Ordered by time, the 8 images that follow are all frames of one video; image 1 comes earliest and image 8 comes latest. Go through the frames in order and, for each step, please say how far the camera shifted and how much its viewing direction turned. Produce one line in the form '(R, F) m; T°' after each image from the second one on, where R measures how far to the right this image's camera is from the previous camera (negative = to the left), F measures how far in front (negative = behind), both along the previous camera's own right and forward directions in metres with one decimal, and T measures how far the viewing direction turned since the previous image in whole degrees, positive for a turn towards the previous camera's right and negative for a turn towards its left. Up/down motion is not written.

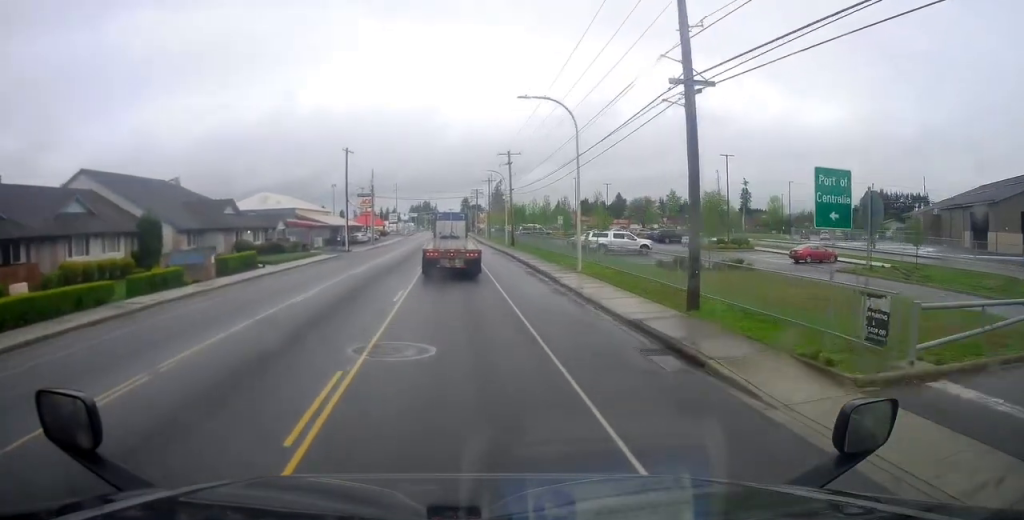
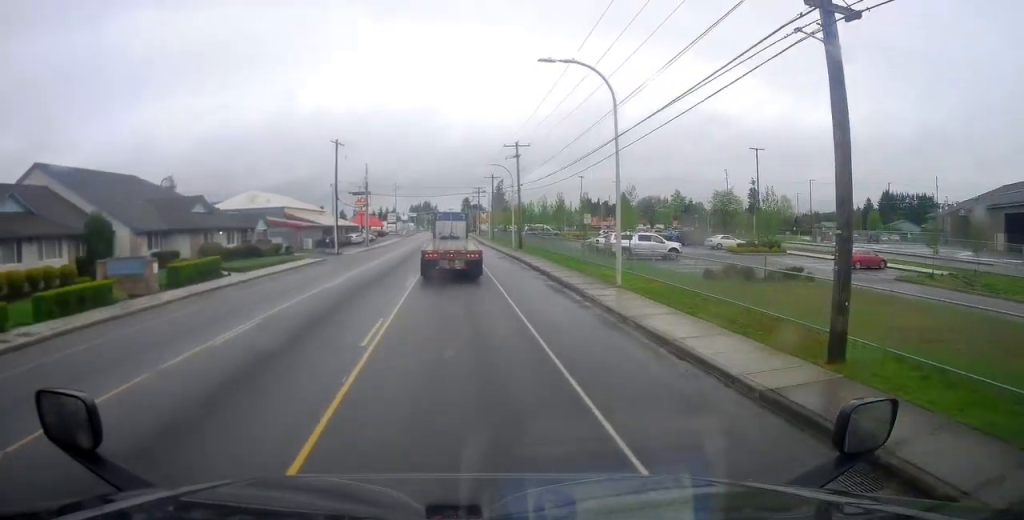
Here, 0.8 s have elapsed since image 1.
(+0.2, +6.9) m; 0°
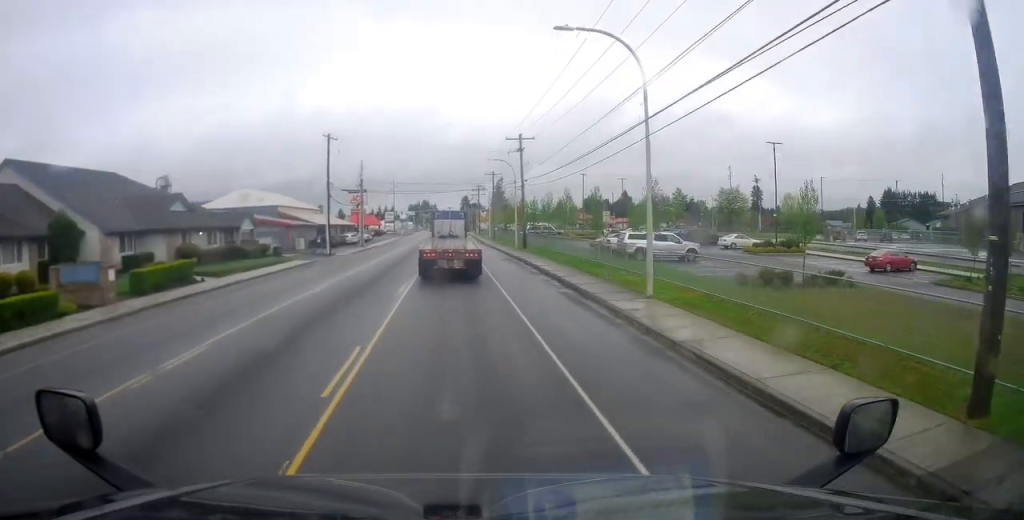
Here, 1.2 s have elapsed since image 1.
(+0.1, +3.8) m; -1°
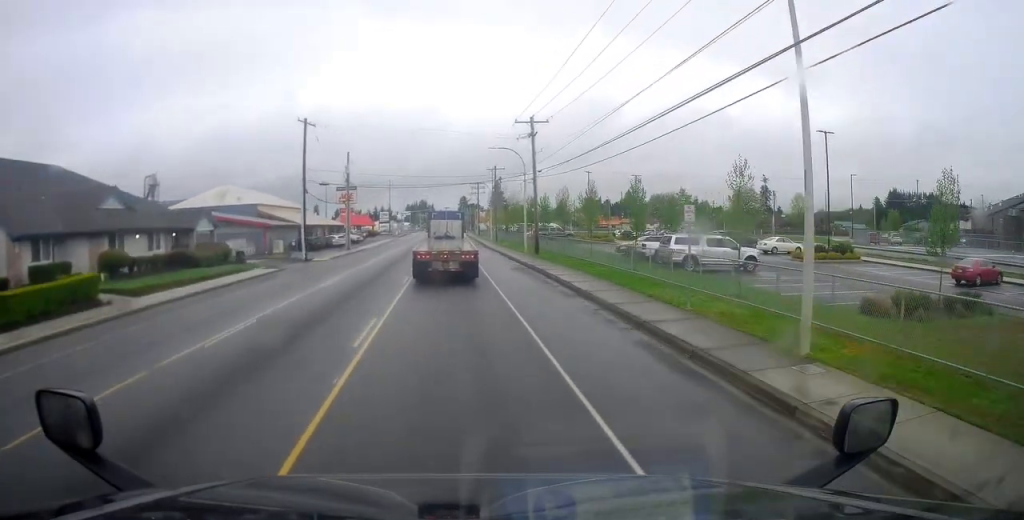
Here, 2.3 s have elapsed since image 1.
(-0.6, +9.1) m; -2°
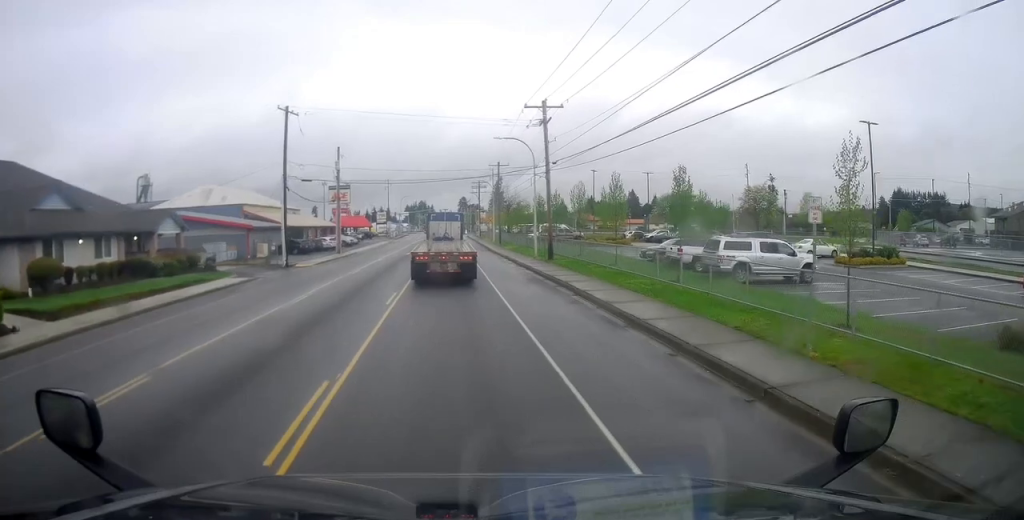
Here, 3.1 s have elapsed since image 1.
(+0.2, +5.9) m; +2°
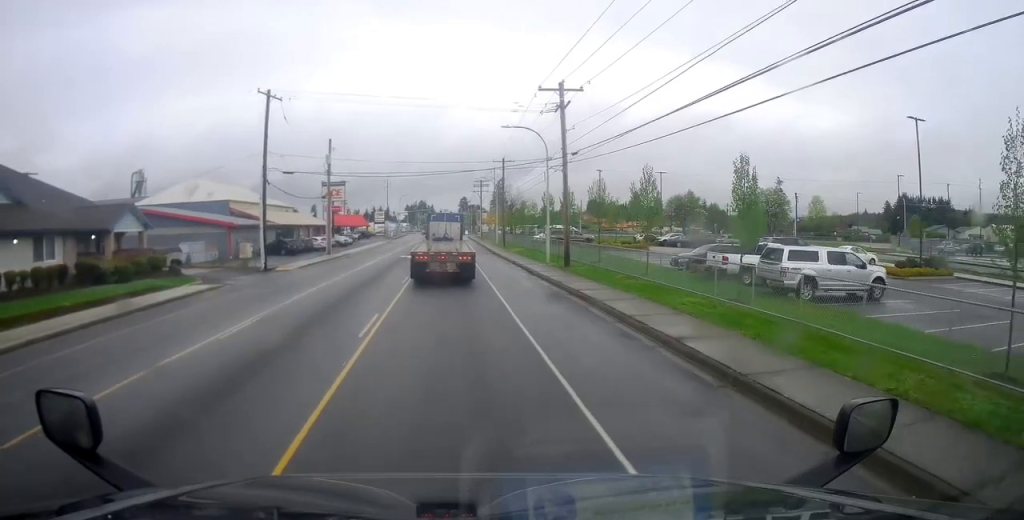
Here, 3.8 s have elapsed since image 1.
(+0.1, +5.1) m; -2°
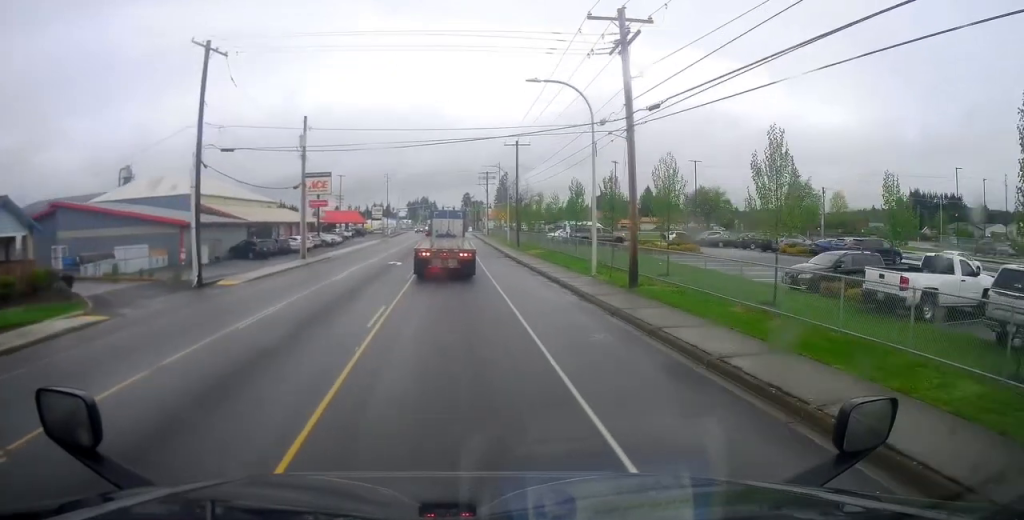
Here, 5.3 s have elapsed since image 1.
(-0.6, +10.9) m; -3°
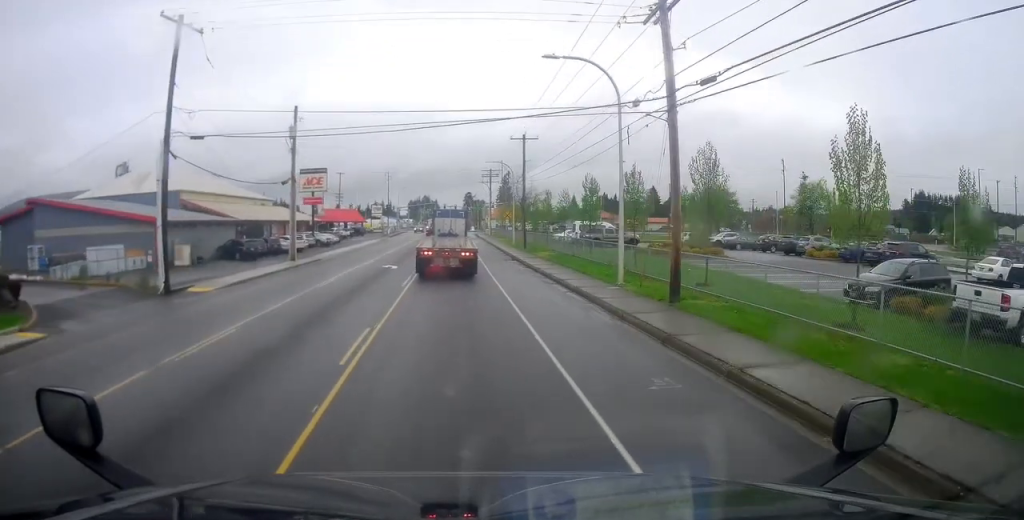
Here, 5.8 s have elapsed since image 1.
(+0.3, +3.5) m; -1°
